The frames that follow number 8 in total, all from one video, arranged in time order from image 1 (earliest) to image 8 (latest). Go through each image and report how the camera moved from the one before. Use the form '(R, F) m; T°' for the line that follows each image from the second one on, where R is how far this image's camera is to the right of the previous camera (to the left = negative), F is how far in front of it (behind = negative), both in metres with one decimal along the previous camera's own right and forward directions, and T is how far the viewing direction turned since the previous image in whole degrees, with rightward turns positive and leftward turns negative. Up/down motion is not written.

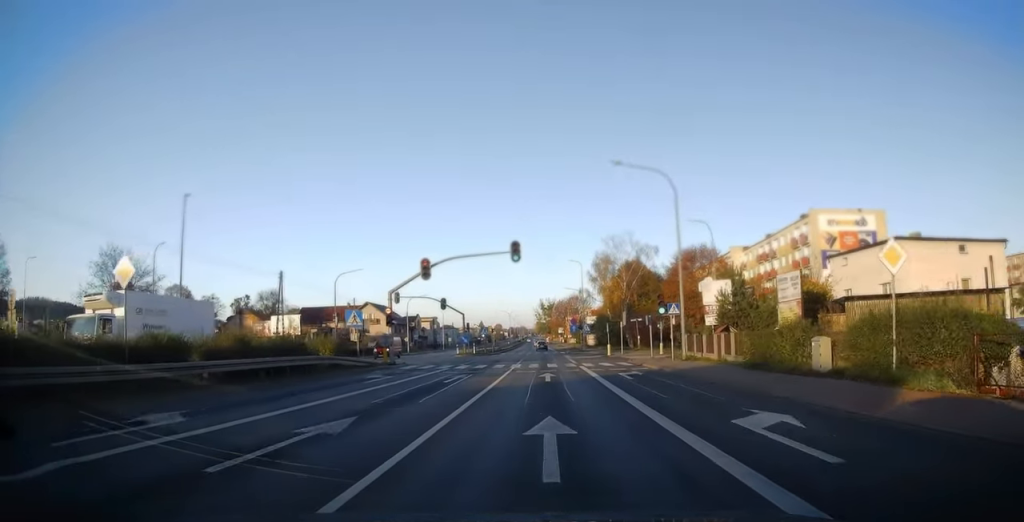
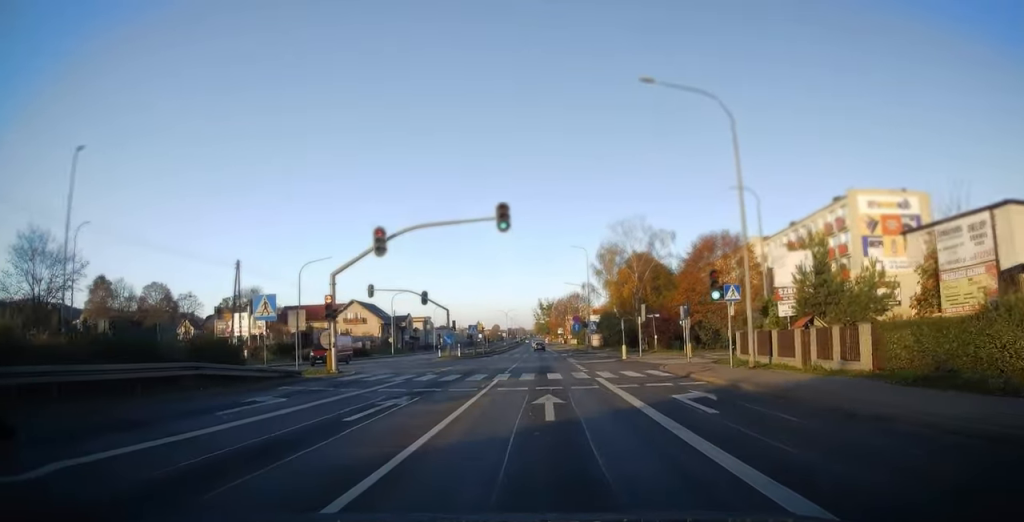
(-0.3, +10.5) m; 0°
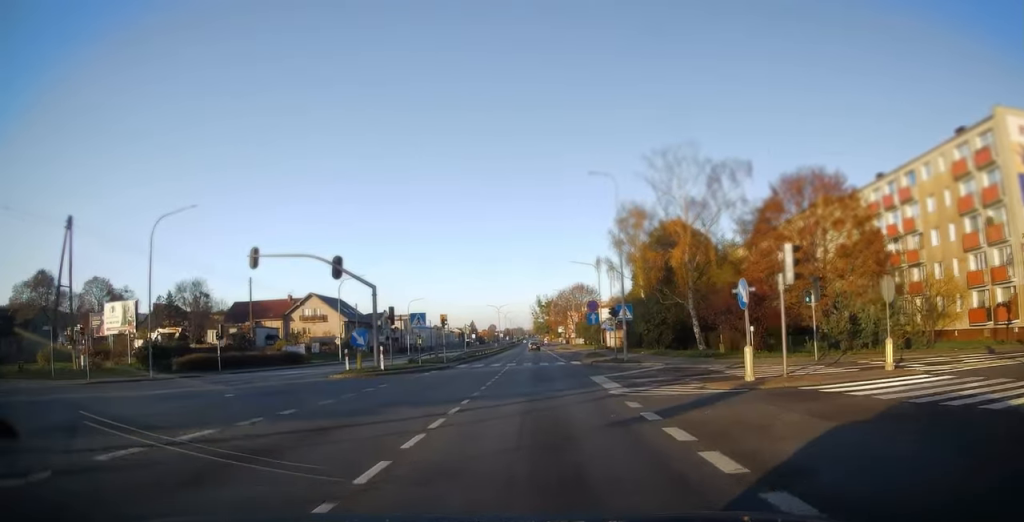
(+0.6, +25.3) m; +2°
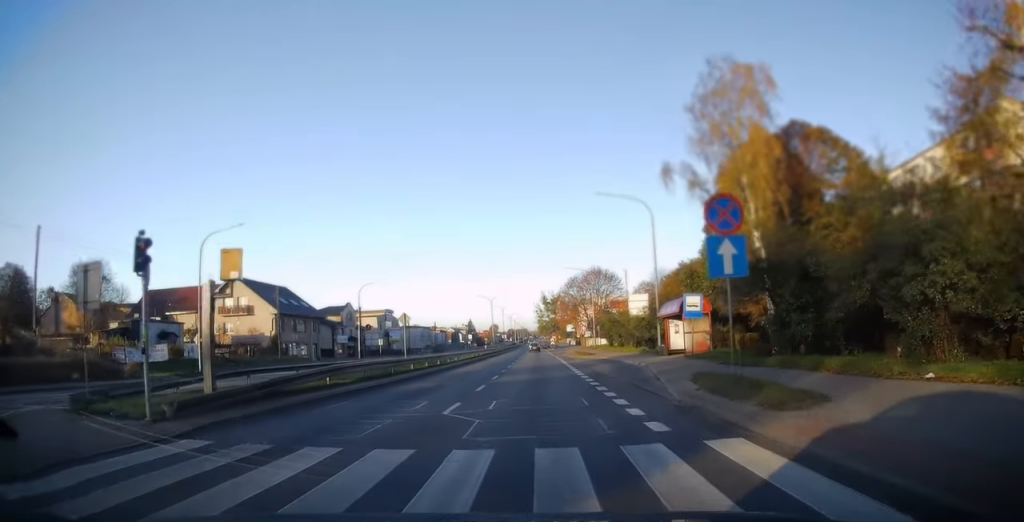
(-0.4, +32.8) m; -2°
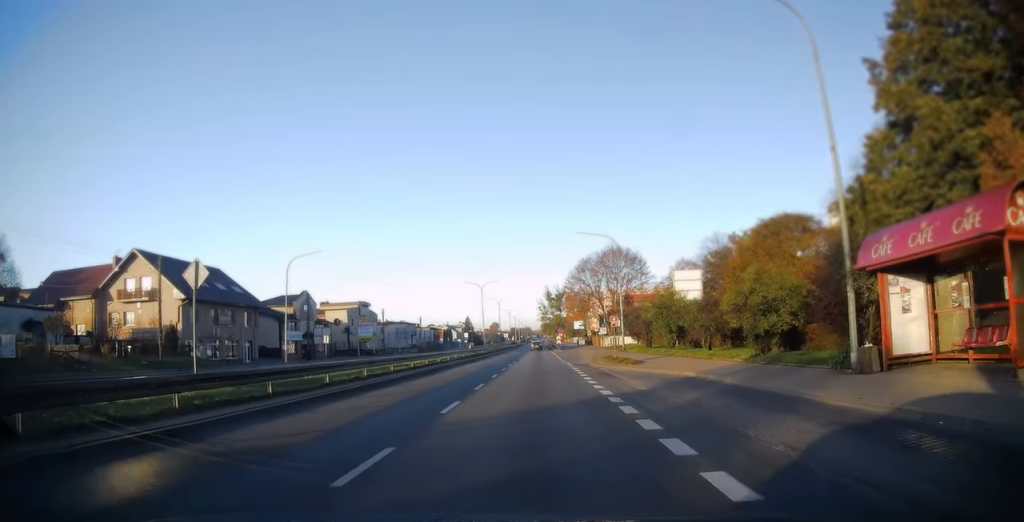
(+0.2, +24.3) m; +1°
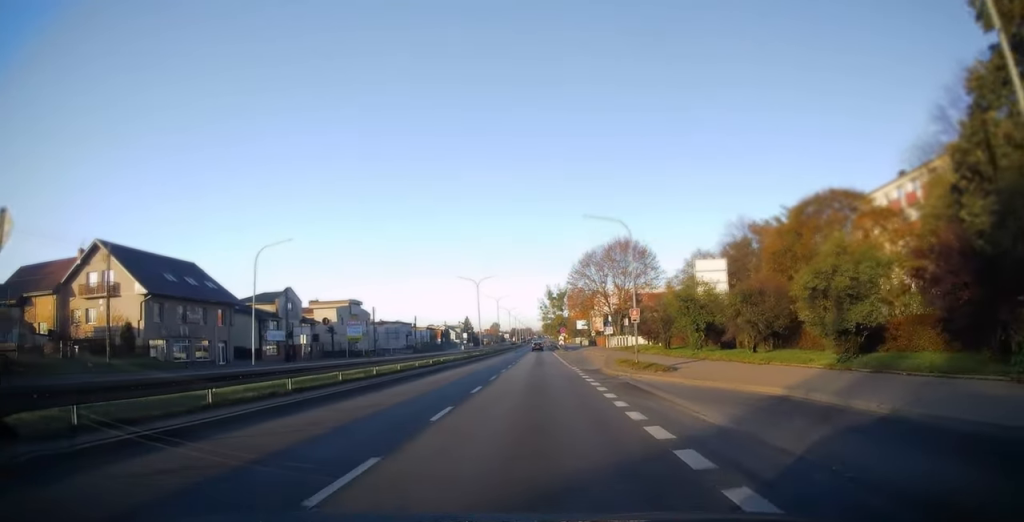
(0.0, +6.9) m; 0°
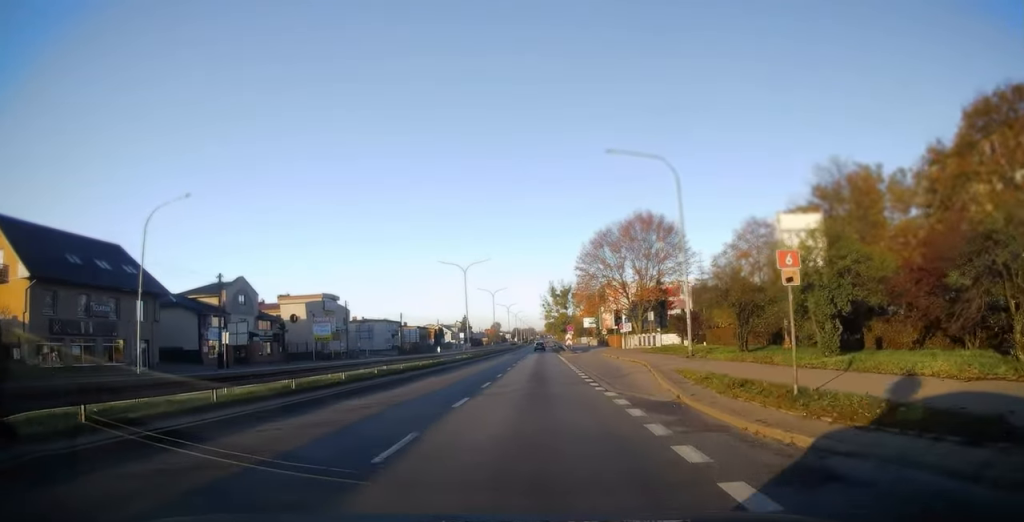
(-0.2, +16.0) m; -2°
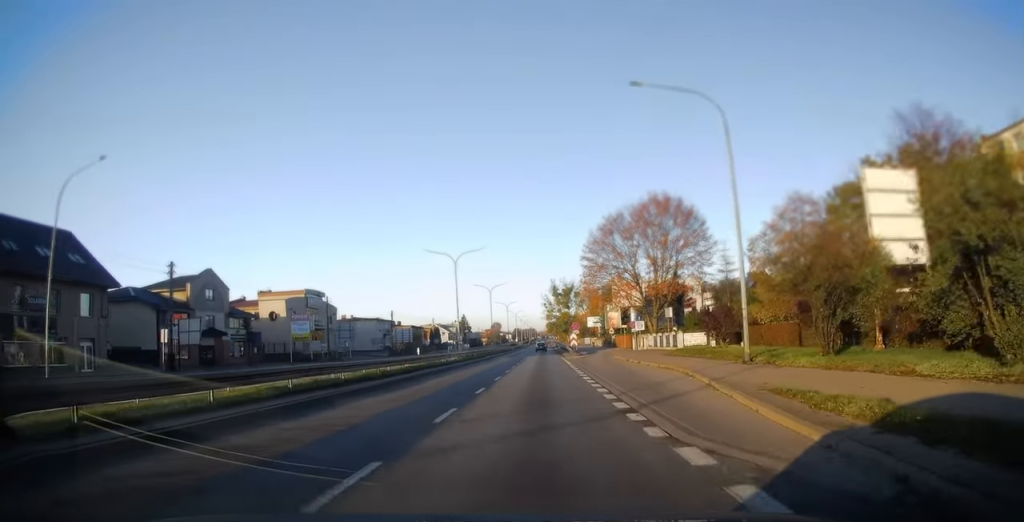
(-0.2, +8.2) m; -1°
